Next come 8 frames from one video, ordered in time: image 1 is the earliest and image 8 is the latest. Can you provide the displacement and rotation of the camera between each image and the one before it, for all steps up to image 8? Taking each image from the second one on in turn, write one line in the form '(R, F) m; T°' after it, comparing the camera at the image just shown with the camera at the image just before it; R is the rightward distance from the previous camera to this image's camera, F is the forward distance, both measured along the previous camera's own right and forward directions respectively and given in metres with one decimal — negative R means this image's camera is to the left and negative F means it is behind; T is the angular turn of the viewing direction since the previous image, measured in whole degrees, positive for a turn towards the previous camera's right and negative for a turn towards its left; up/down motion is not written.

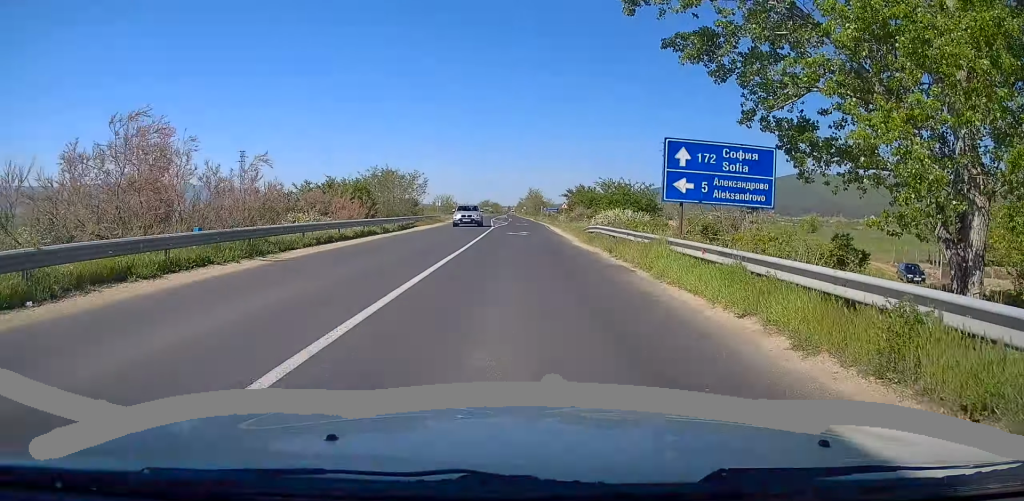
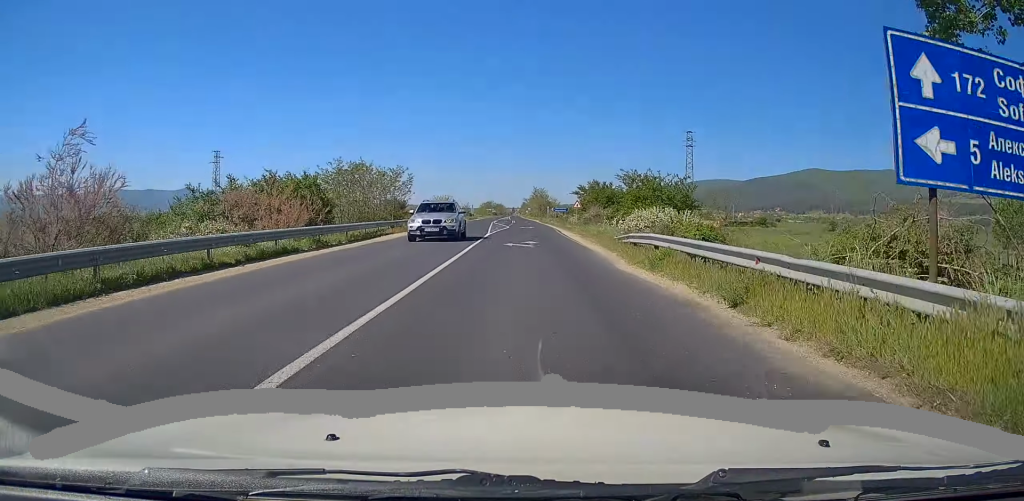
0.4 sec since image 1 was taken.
(-0.1, +10.2) m; 0°
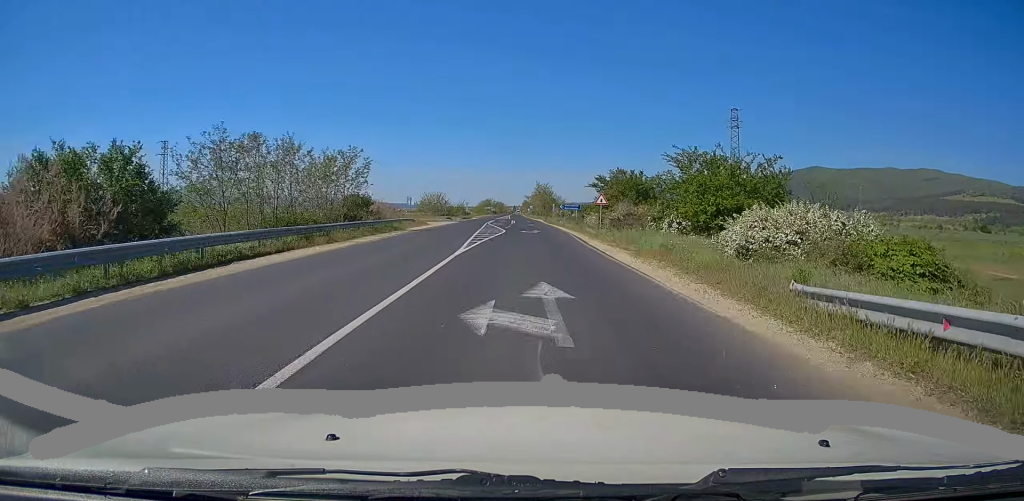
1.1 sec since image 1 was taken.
(+0.1, +15.2) m; 0°
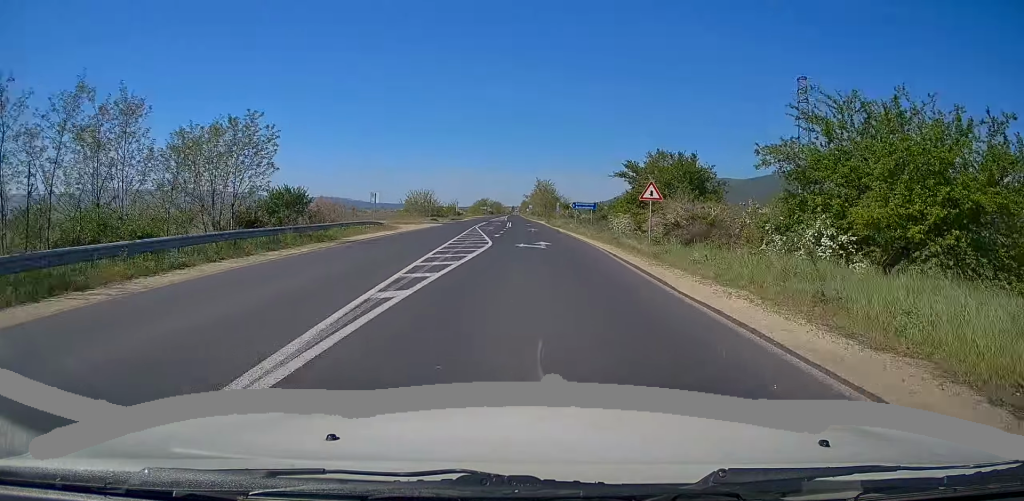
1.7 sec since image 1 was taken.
(+0.1, +14.7) m; 0°
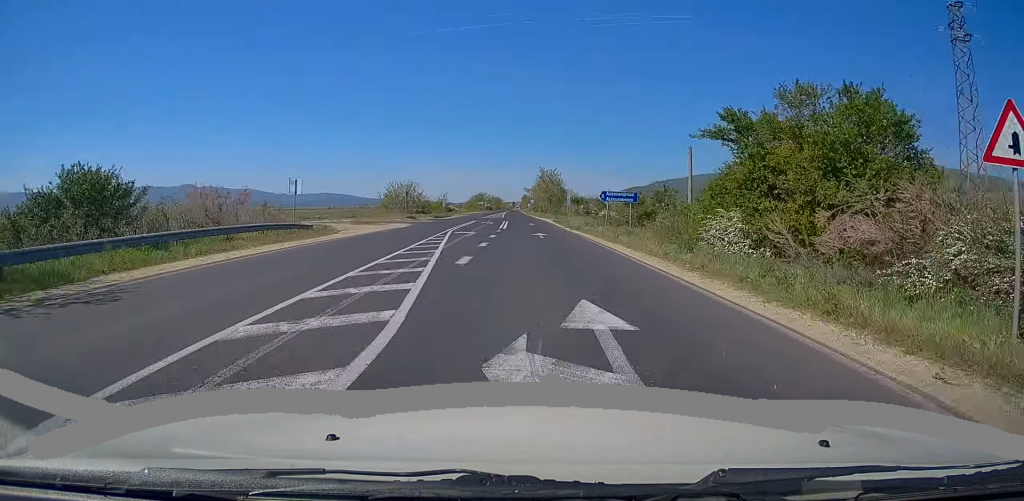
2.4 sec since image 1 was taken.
(+0.1, +17.4) m; 0°
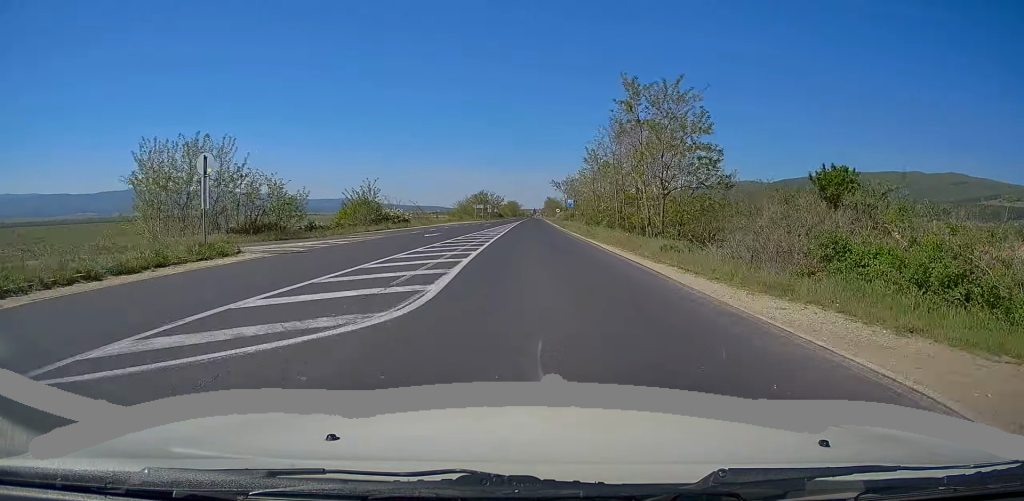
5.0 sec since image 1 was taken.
(-0.3, +67.1) m; -2°
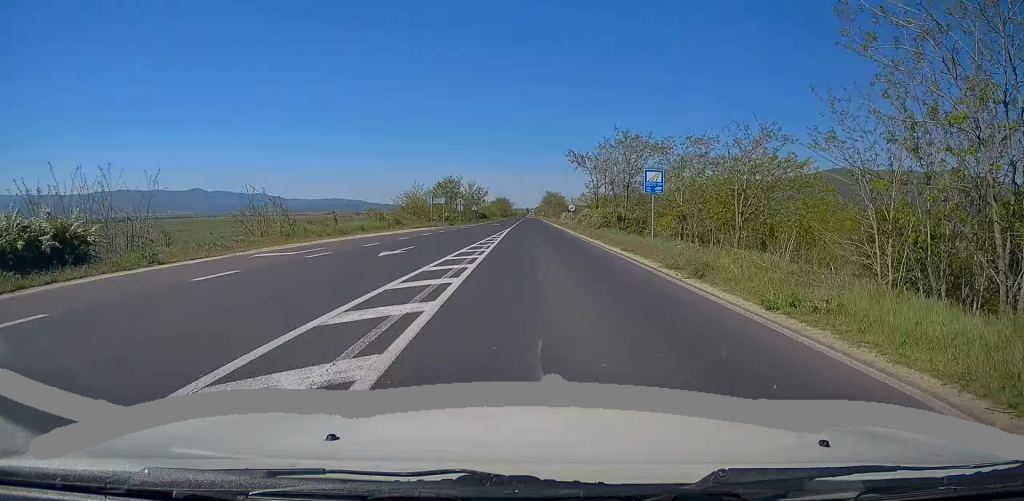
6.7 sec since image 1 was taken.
(-0.5, +43.5) m; -1°
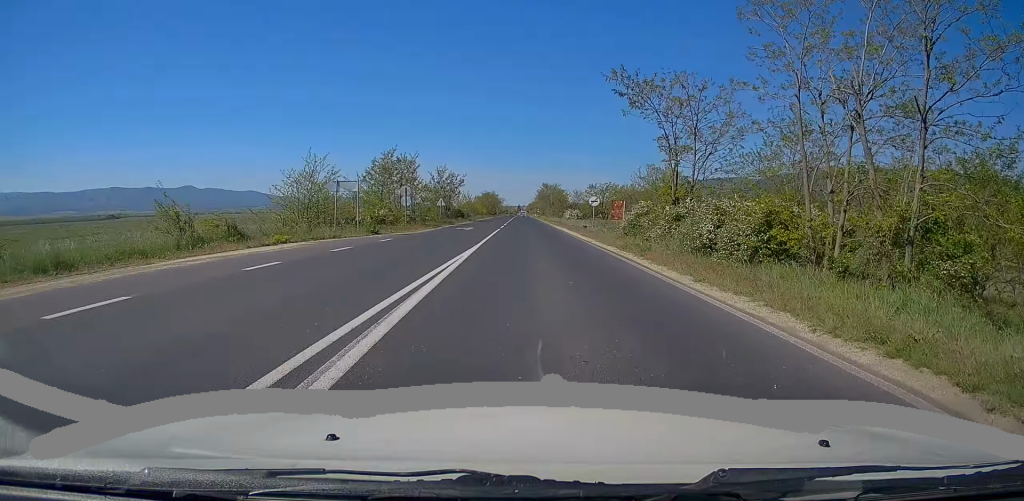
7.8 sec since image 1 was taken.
(+0.2, +27.7) m; +1°
